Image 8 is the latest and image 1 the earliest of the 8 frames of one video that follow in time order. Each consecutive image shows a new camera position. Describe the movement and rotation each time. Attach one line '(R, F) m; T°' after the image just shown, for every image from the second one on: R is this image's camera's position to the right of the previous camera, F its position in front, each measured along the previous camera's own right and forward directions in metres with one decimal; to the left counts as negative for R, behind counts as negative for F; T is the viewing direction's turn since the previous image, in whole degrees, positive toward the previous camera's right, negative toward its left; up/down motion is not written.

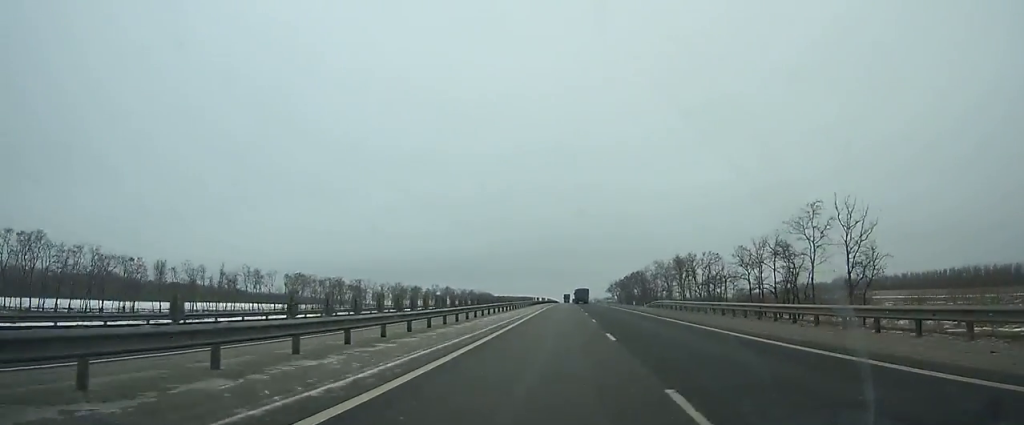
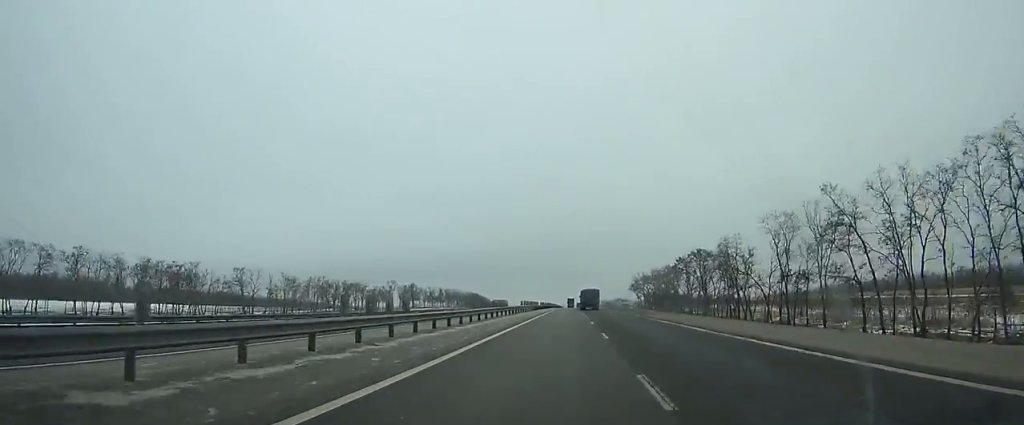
(-0.2, +94.6) m; 0°
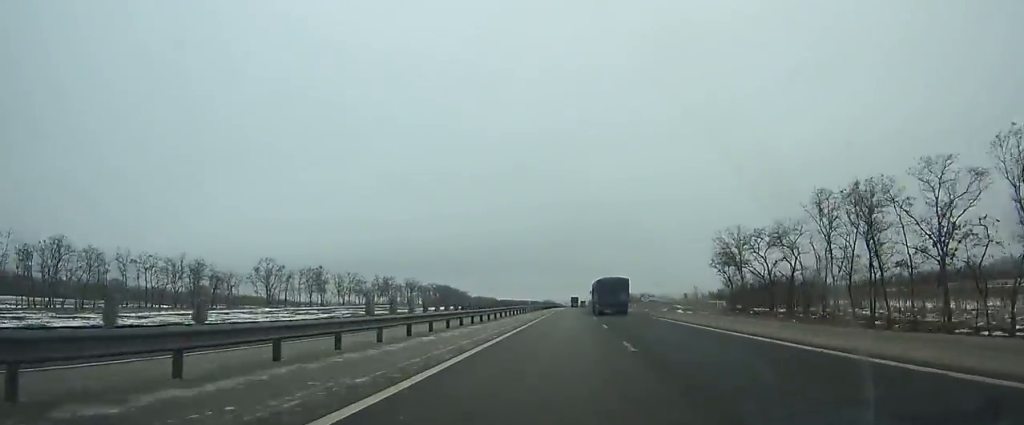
(-0.2, +113.8) m; 0°
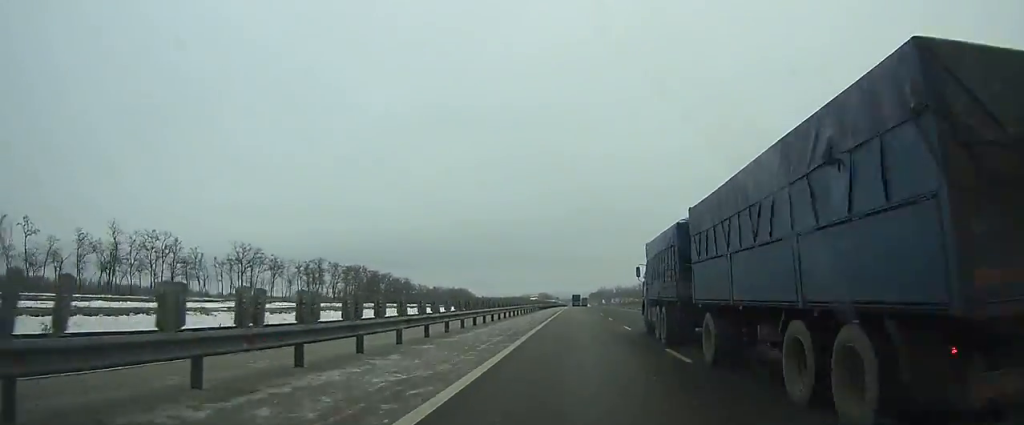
(0.0, +138.5) m; 0°
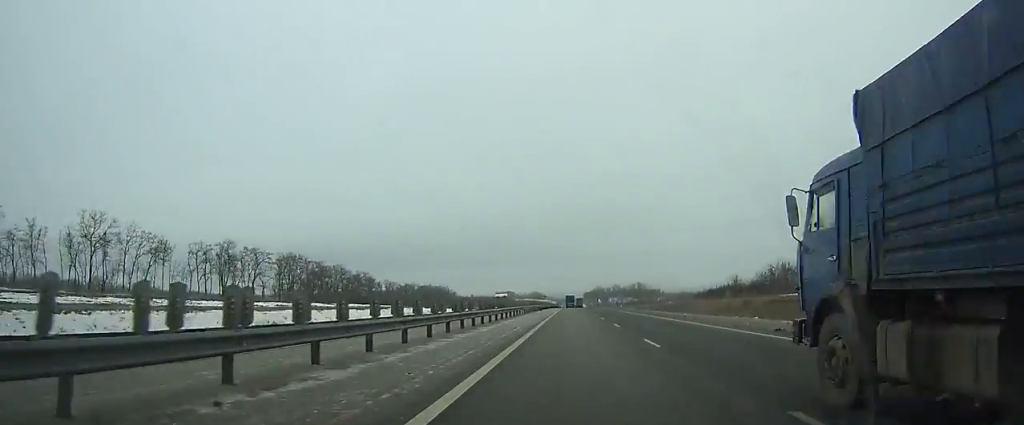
(0.0, +45.7) m; 0°
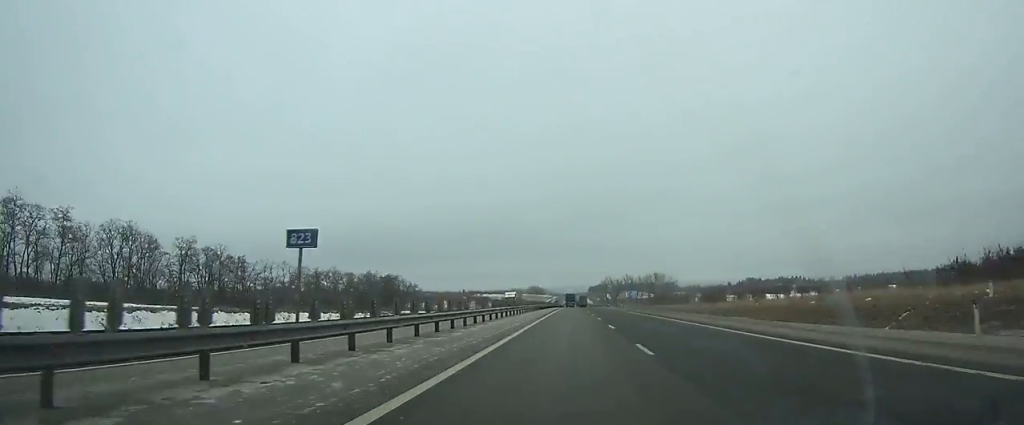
(+0.3, +104.0) m; 0°
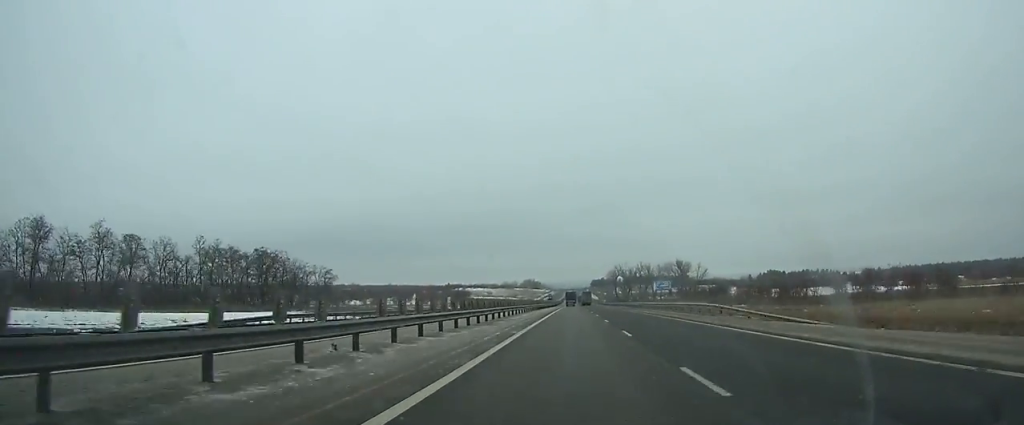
(-0.3, +108.6) m; 0°
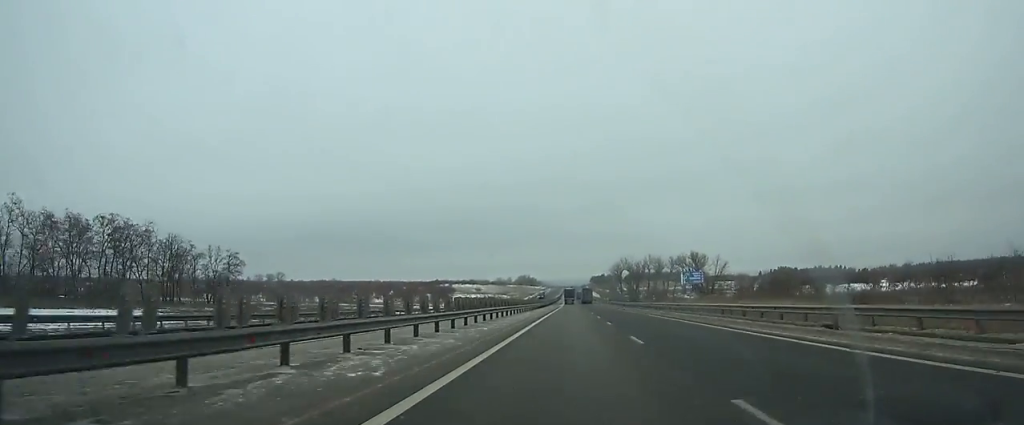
(+0.1, +51.7) m; 0°
